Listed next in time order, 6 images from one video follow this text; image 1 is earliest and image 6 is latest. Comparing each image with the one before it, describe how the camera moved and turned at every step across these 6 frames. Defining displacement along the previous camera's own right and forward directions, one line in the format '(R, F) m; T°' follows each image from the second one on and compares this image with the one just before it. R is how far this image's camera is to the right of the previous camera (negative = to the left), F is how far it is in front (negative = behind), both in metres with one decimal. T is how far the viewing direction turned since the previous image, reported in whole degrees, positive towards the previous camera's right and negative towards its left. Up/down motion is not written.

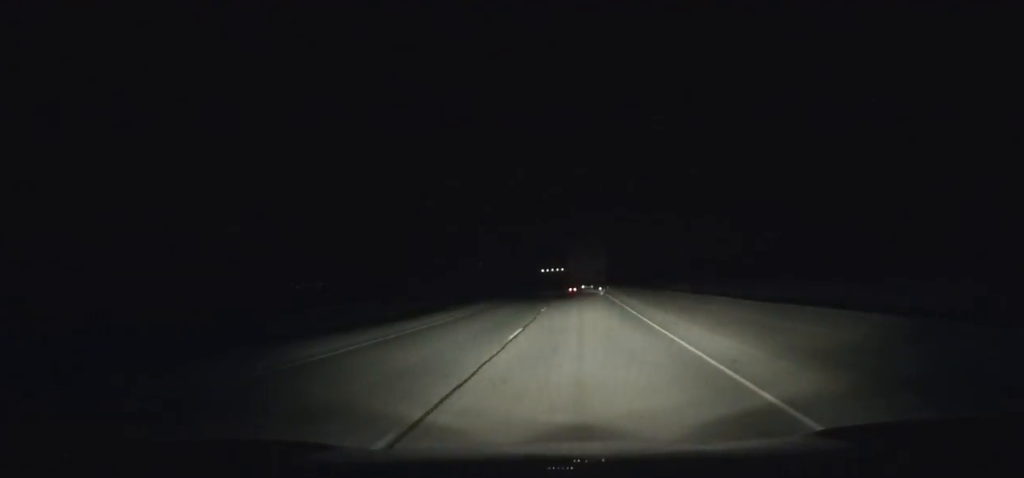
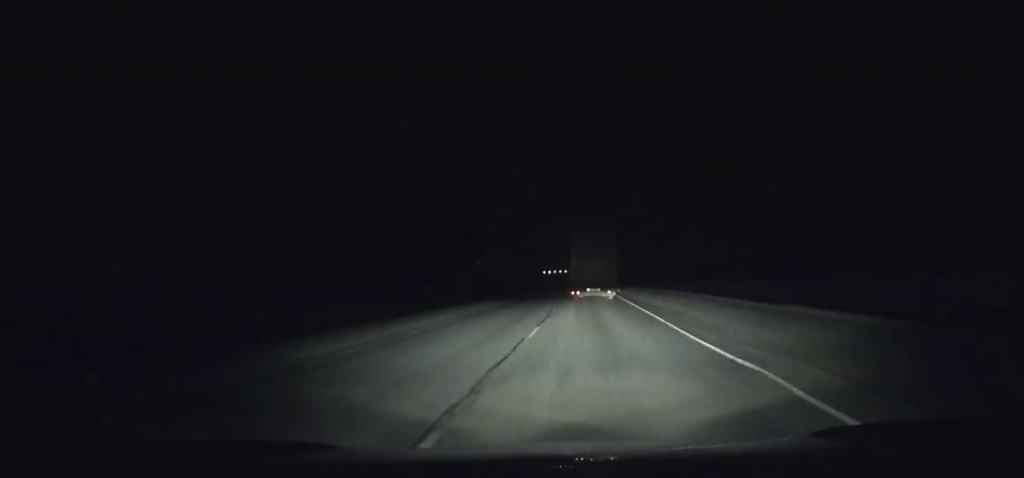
(+0.3, +219.0) m; +1°
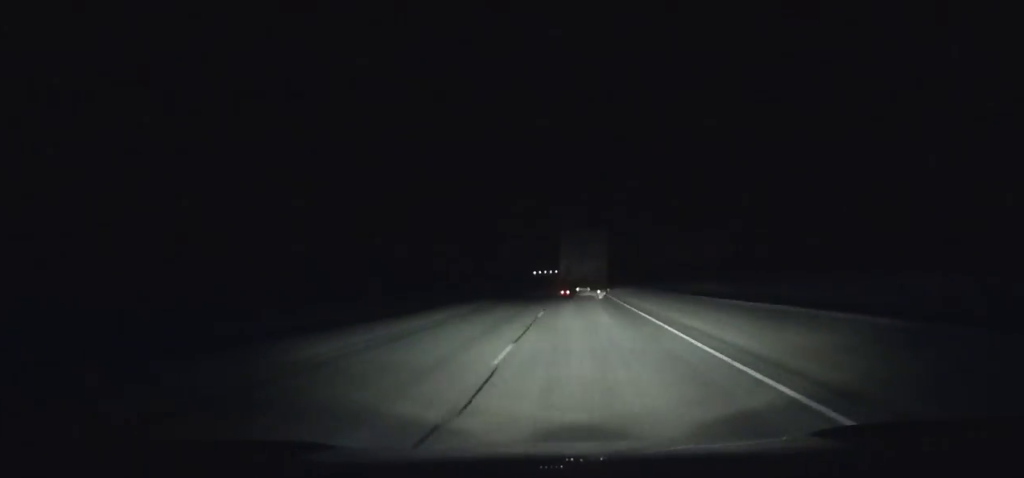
(0.0, +28.5) m; 0°
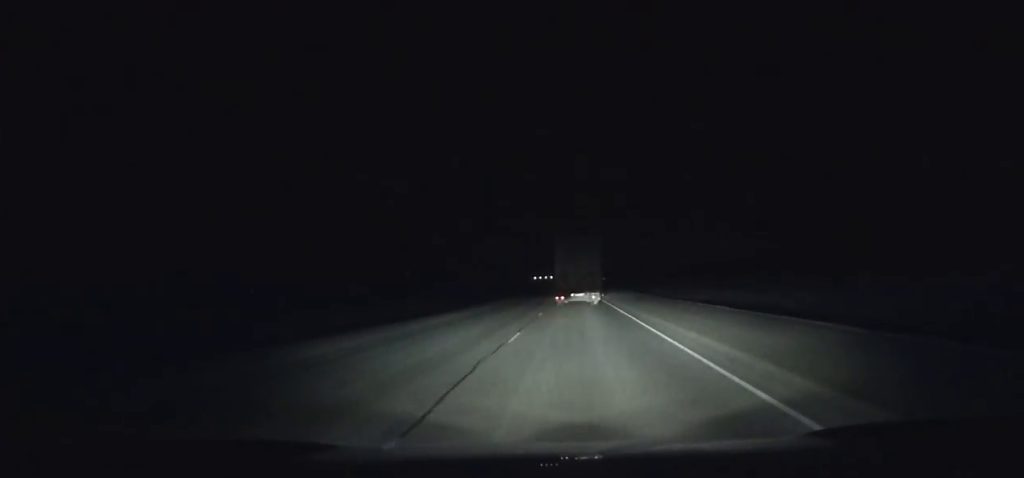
(+0.6, +43.6) m; 0°
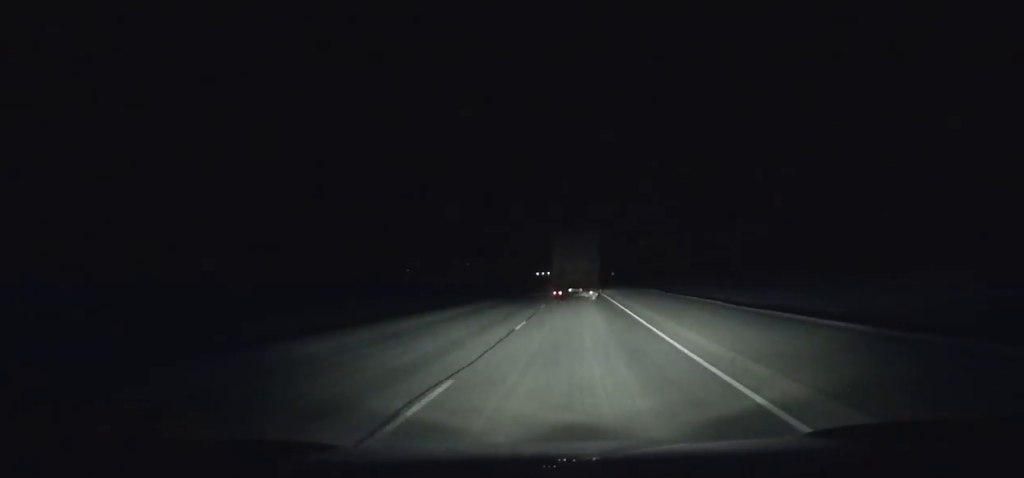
(-0.2, +32.9) m; 0°
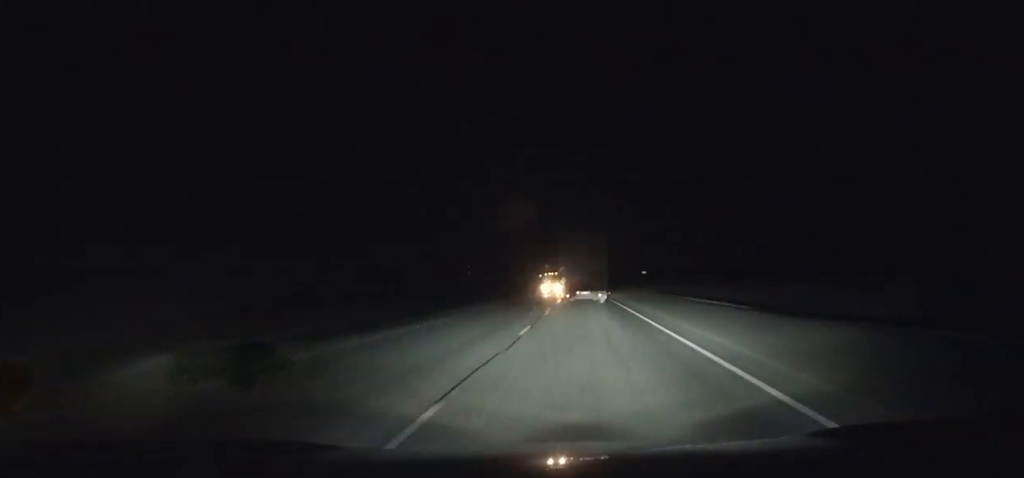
(-0.5, +61.8) m; -1°
